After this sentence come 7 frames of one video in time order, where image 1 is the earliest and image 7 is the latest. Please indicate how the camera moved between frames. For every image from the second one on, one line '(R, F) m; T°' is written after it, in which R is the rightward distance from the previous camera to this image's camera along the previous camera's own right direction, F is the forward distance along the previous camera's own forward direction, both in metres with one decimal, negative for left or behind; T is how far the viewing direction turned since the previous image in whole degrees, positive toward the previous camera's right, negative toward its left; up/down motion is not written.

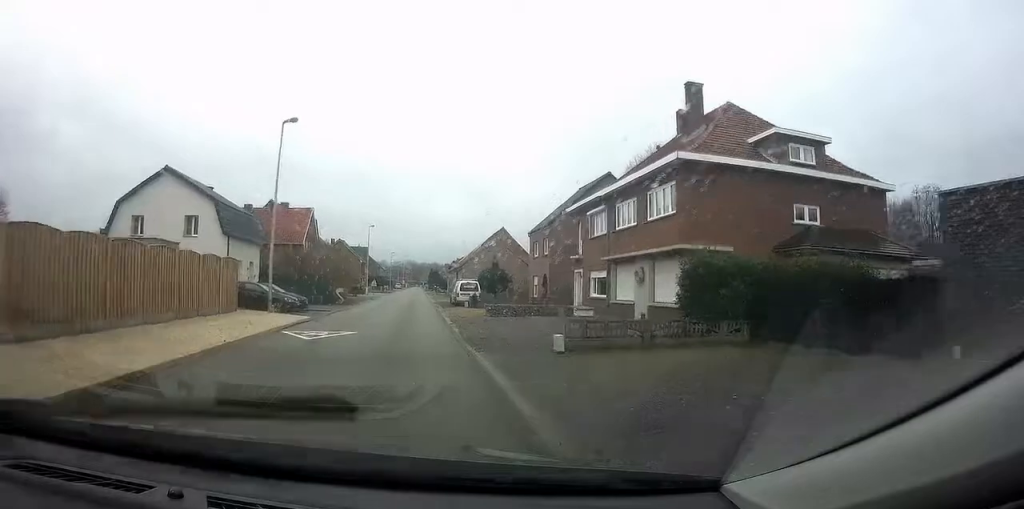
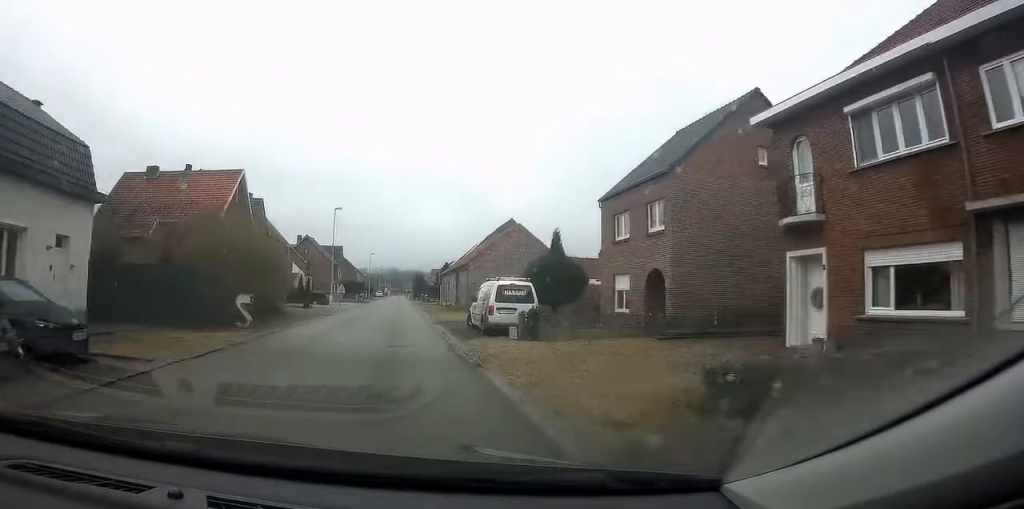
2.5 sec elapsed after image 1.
(0.0, +18.7) m; +3°
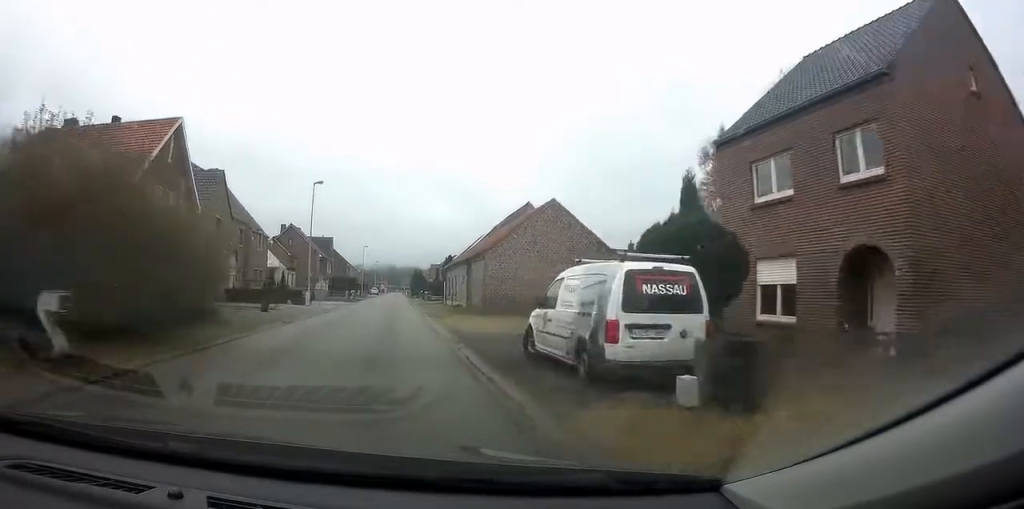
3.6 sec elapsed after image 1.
(-0.1, +10.2) m; -1°
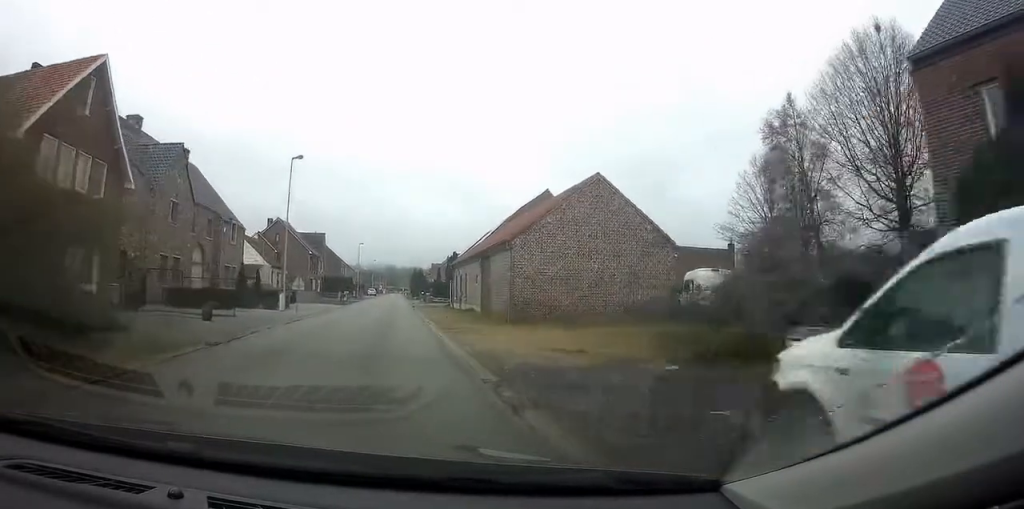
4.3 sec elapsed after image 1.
(-0.3, +7.7) m; +1°
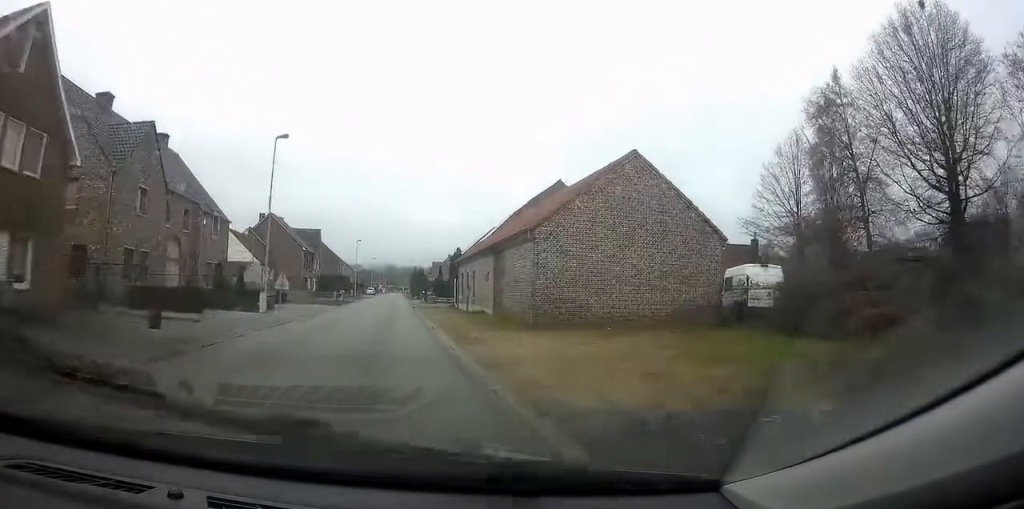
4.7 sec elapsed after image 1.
(+0.2, +4.2) m; 0°
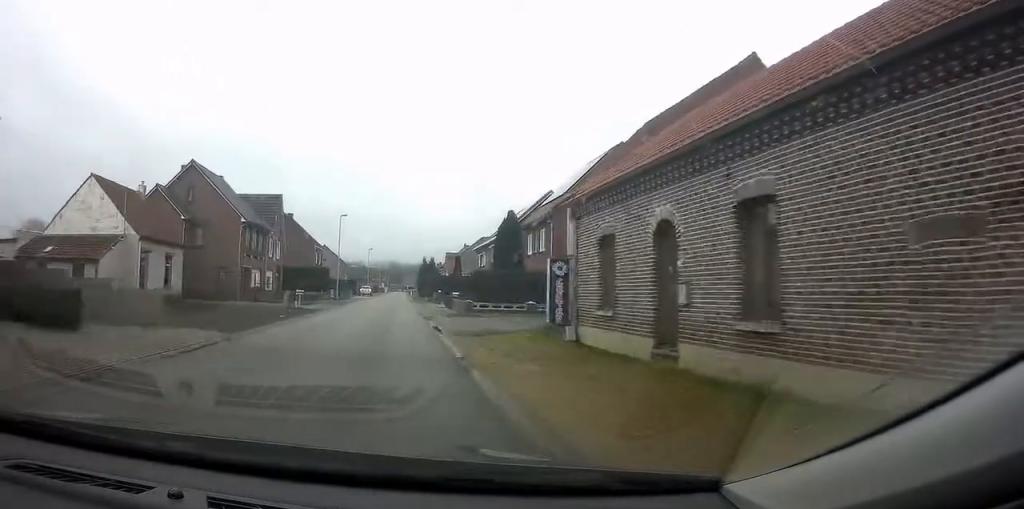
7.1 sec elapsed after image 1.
(-0.3, +26.6) m; -2°
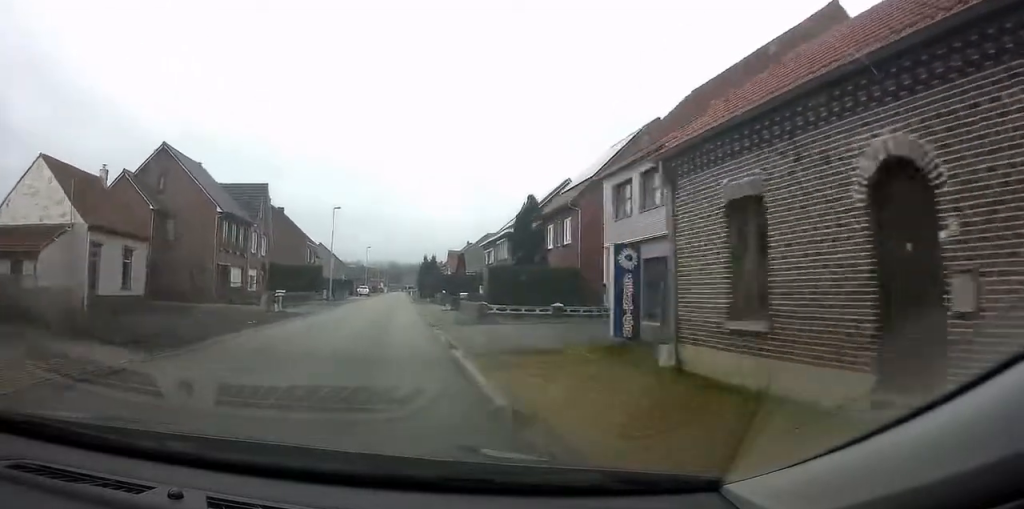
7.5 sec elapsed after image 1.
(0.0, +5.2) m; 0°
